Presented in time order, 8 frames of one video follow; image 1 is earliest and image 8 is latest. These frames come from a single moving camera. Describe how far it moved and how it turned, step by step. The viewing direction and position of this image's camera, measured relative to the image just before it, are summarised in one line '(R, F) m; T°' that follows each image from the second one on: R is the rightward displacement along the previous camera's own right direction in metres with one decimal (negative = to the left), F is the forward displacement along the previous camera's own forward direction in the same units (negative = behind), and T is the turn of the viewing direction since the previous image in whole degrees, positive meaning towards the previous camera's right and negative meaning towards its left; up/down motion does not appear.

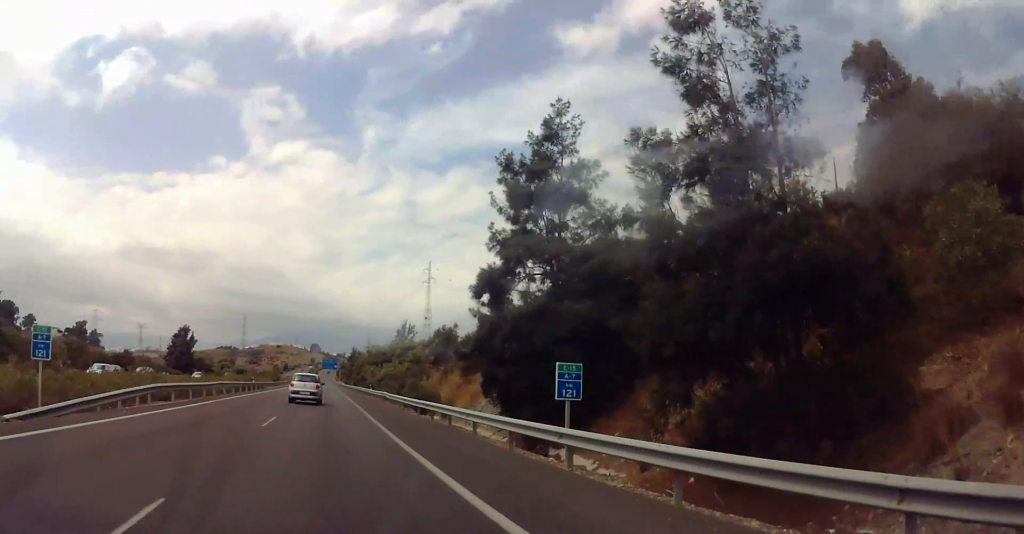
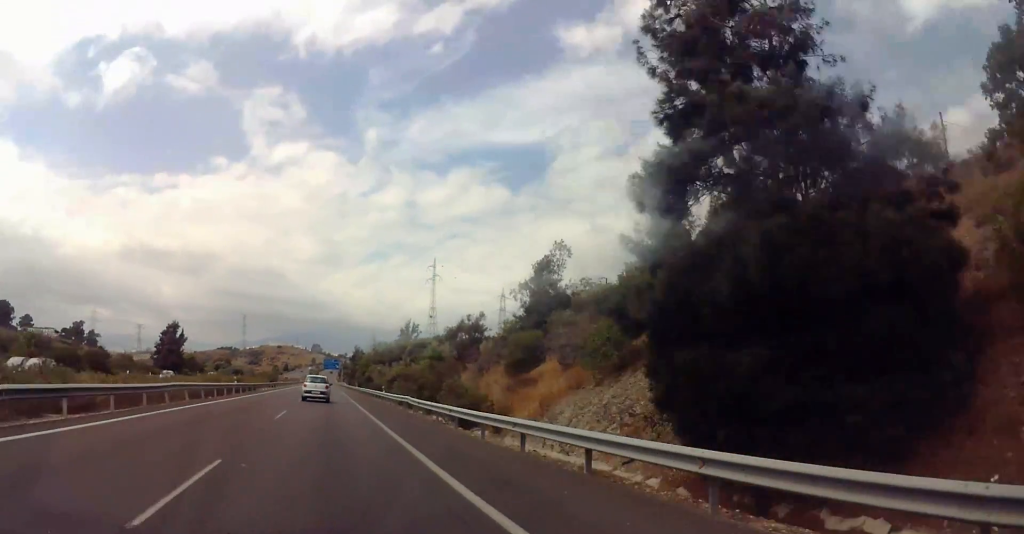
(+0.1, +12.6) m; 0°
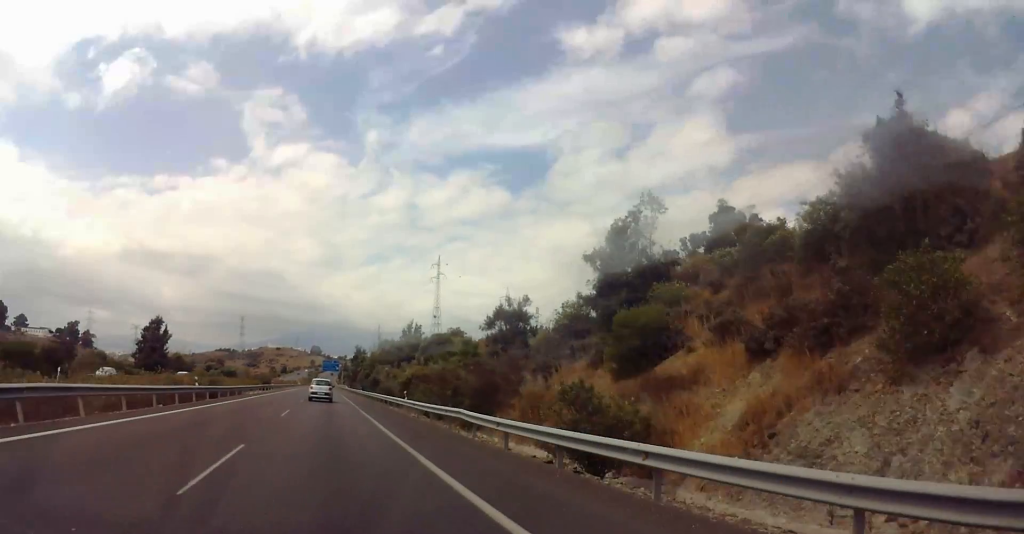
(+0.1, +14.6) m; 0°
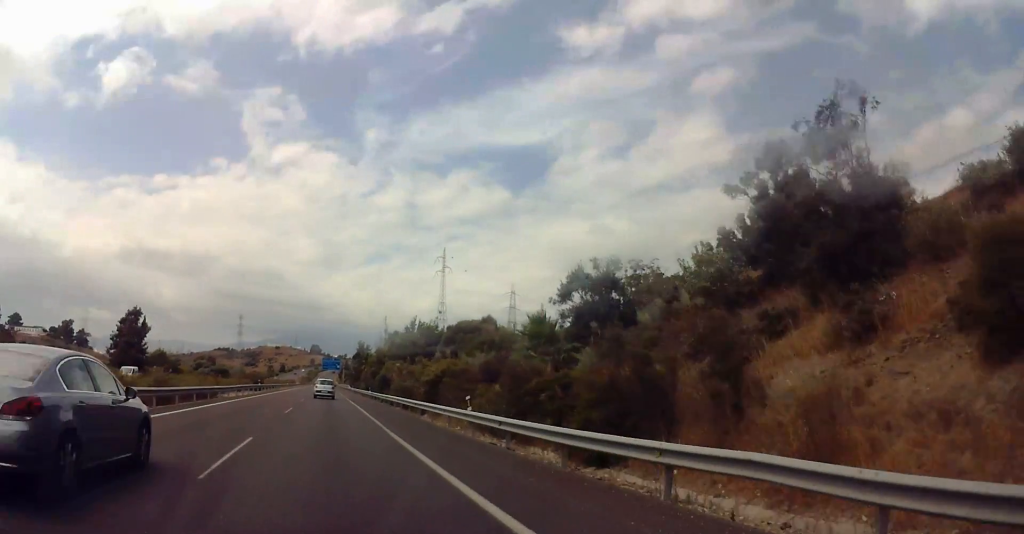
(0.0, +15.5) m; 0°
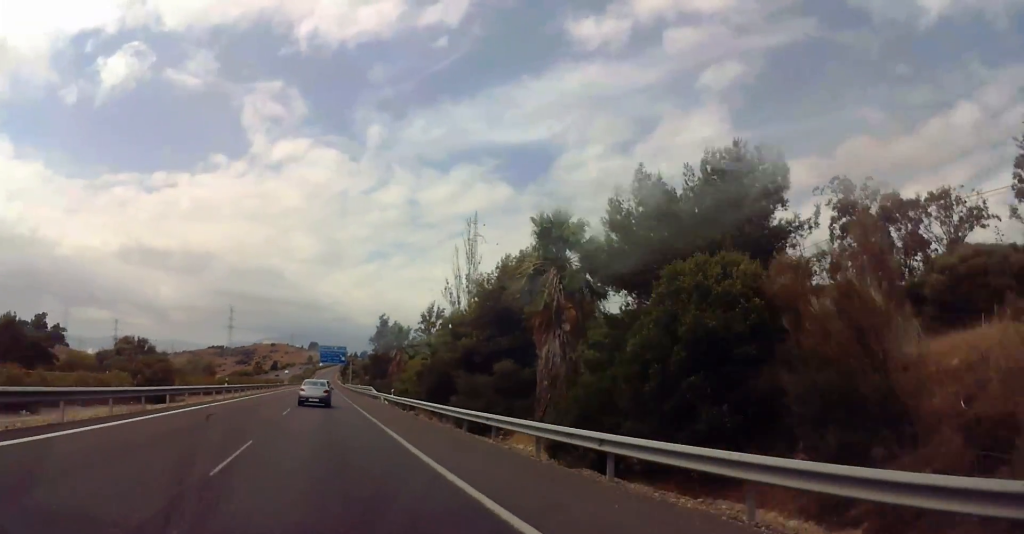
(-0.4, +69.9) m; 0°
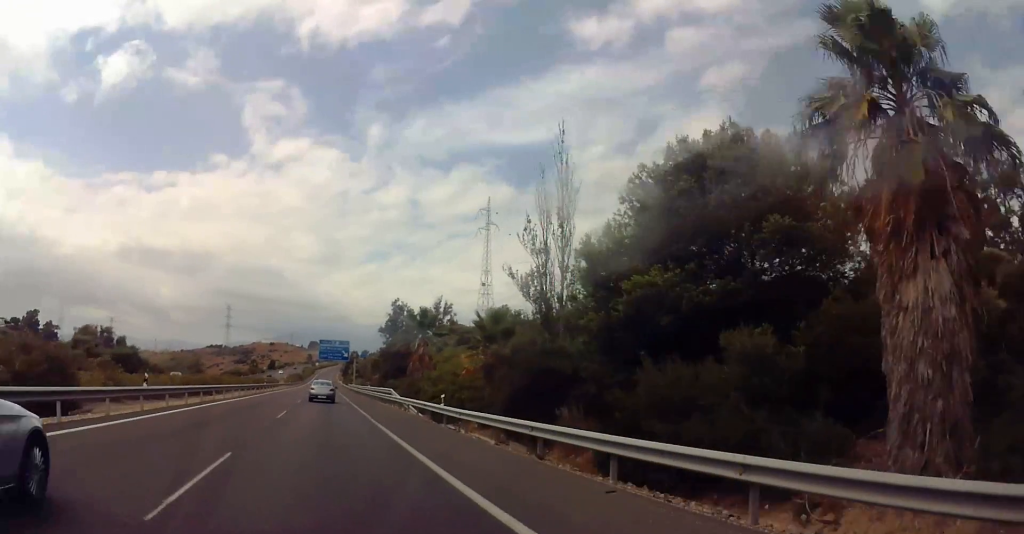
(+0.1, +20.0) m; 0°
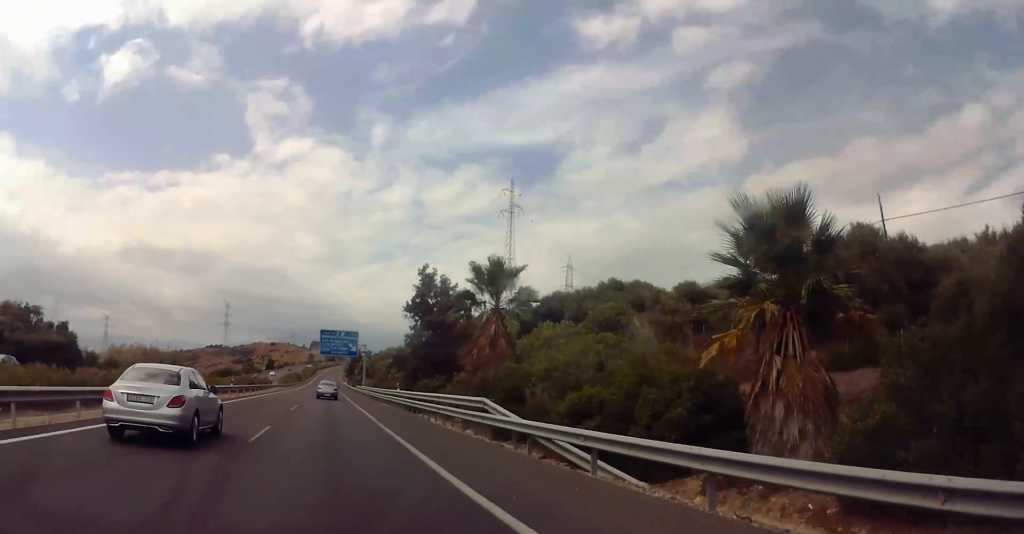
(-0.4, +26.1) m; -1°
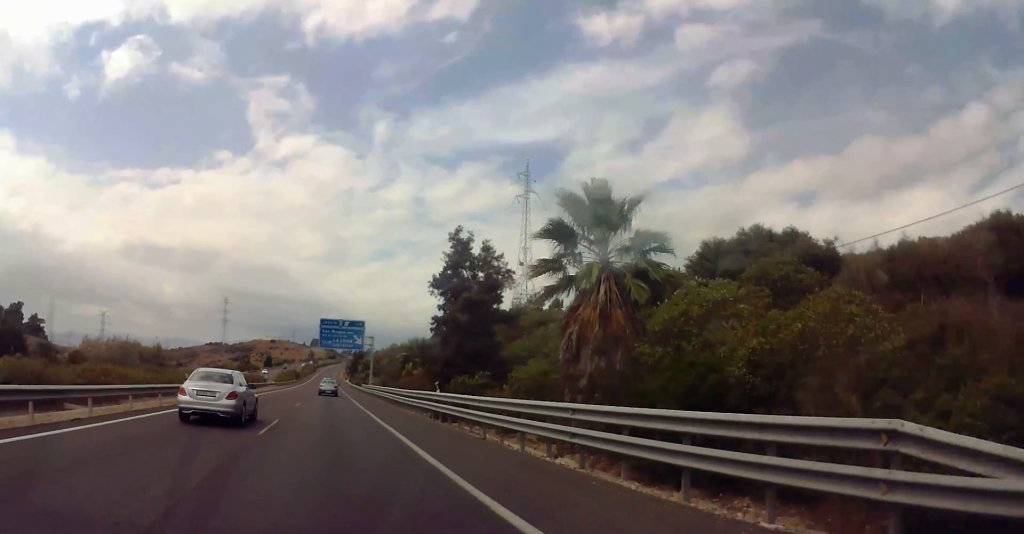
(-0.2, +15.1) m; 0°
